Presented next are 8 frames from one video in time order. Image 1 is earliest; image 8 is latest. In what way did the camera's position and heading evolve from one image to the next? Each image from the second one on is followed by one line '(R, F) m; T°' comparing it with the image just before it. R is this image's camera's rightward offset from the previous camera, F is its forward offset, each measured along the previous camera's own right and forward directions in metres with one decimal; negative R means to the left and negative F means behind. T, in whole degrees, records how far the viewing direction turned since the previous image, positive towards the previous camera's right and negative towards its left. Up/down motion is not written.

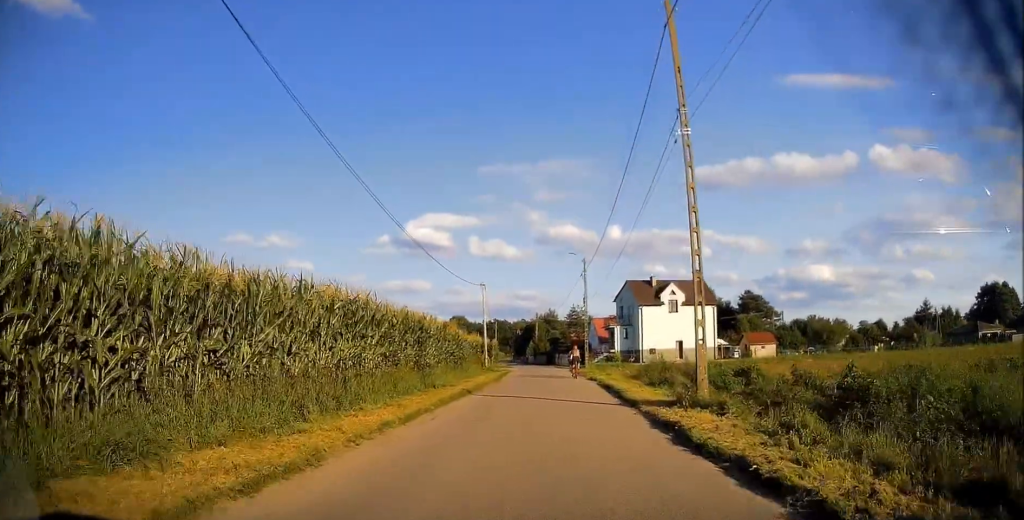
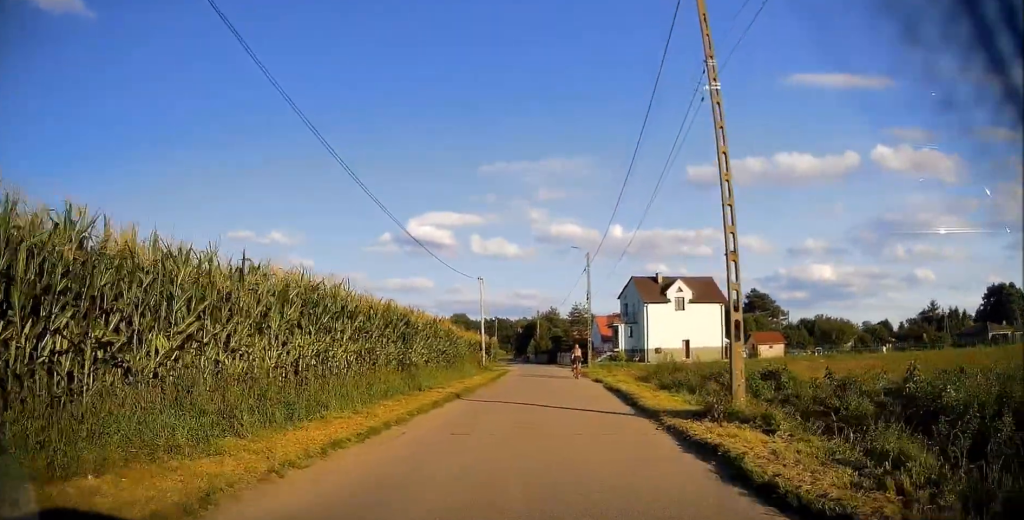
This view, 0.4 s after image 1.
(+0.1, +2.5) m; -1°
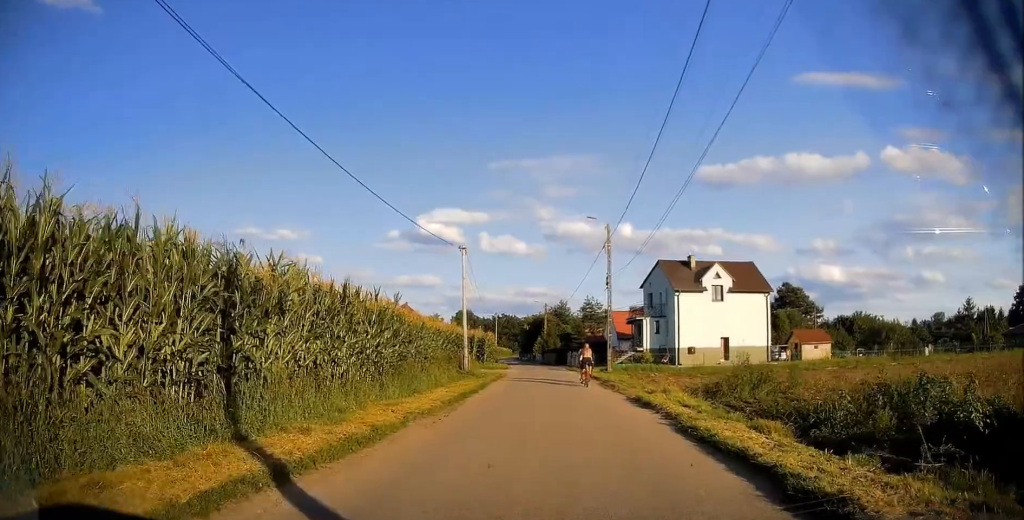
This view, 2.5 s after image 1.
(-0.5, +11.4) m; -1°
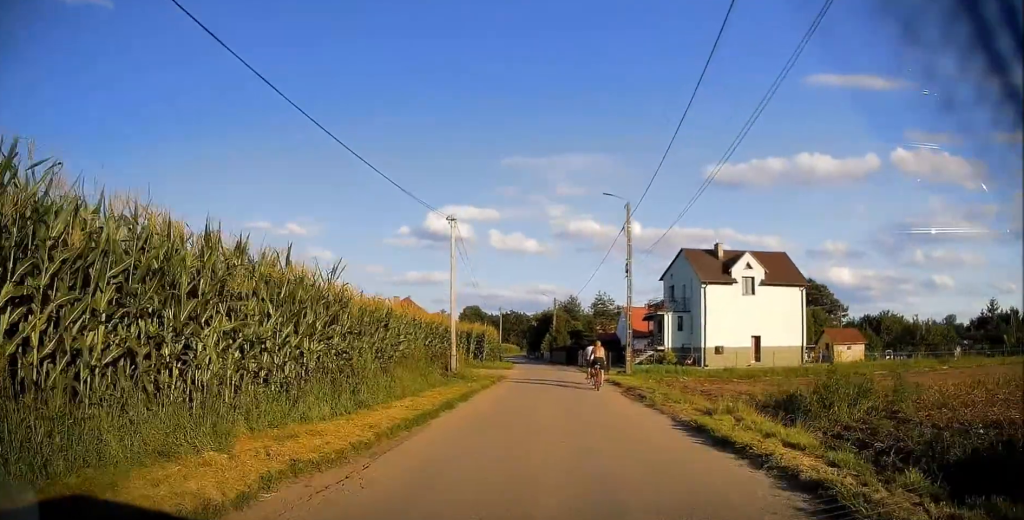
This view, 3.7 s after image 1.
(+0.3, +6.0) m; 0°
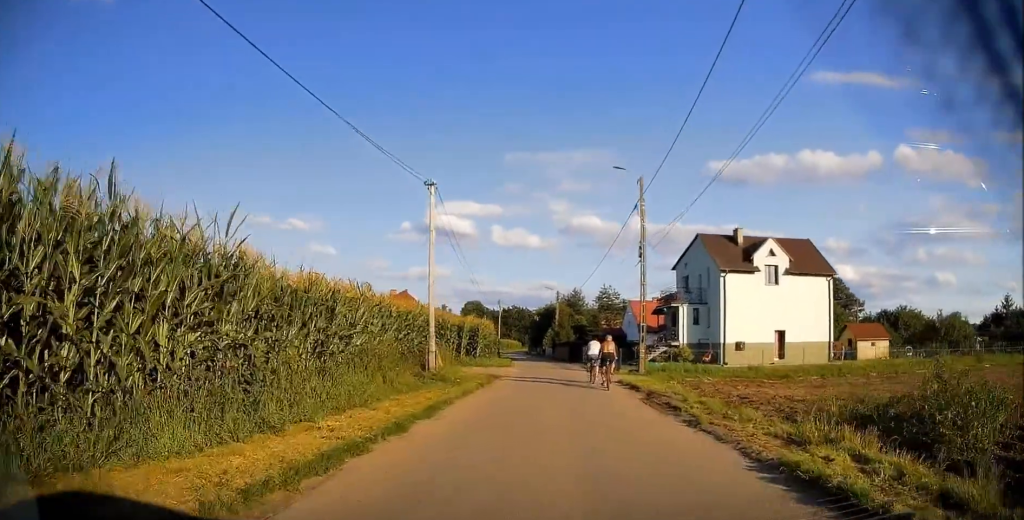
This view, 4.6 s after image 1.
(-0.3, +4.5) m; -1°
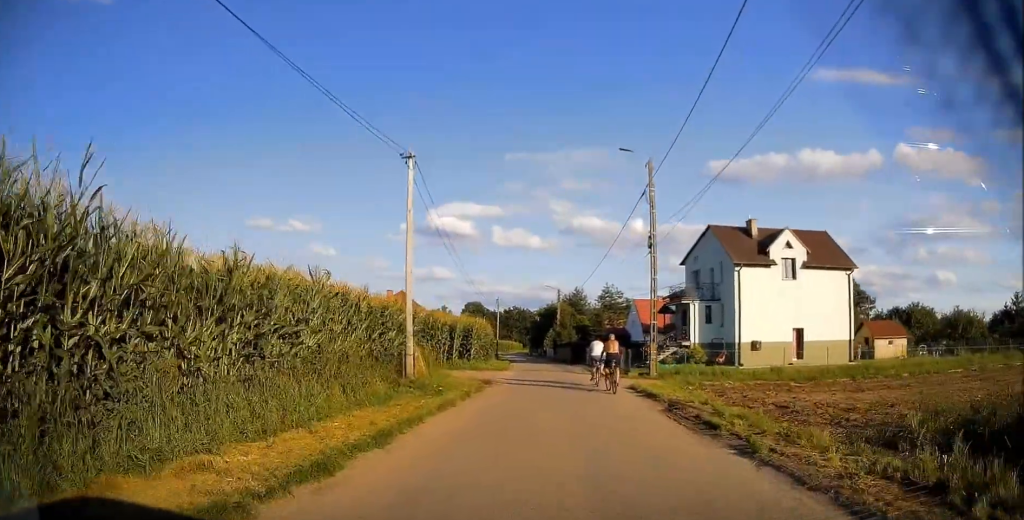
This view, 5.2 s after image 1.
(0.0, +3.0) m; +1°
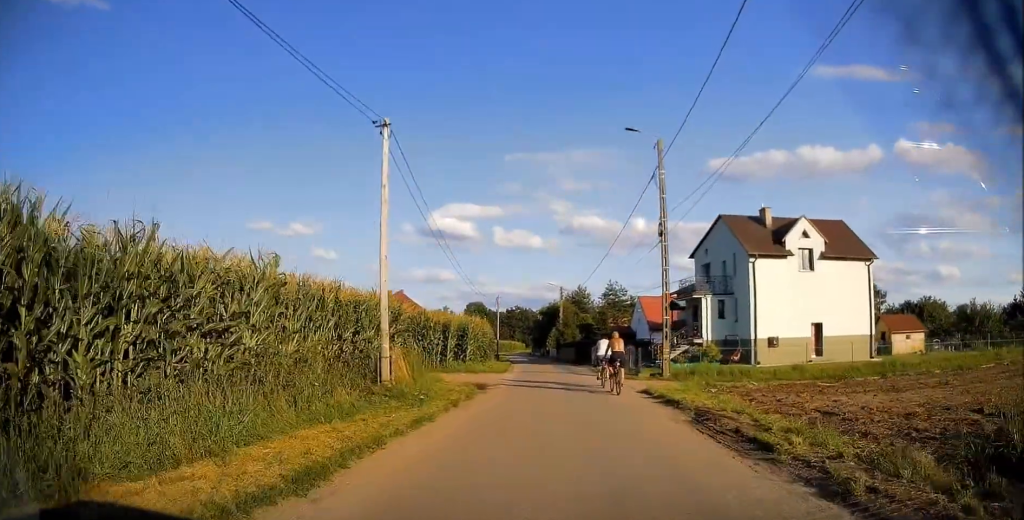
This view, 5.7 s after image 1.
(+0.3, +2.6) m; +1°
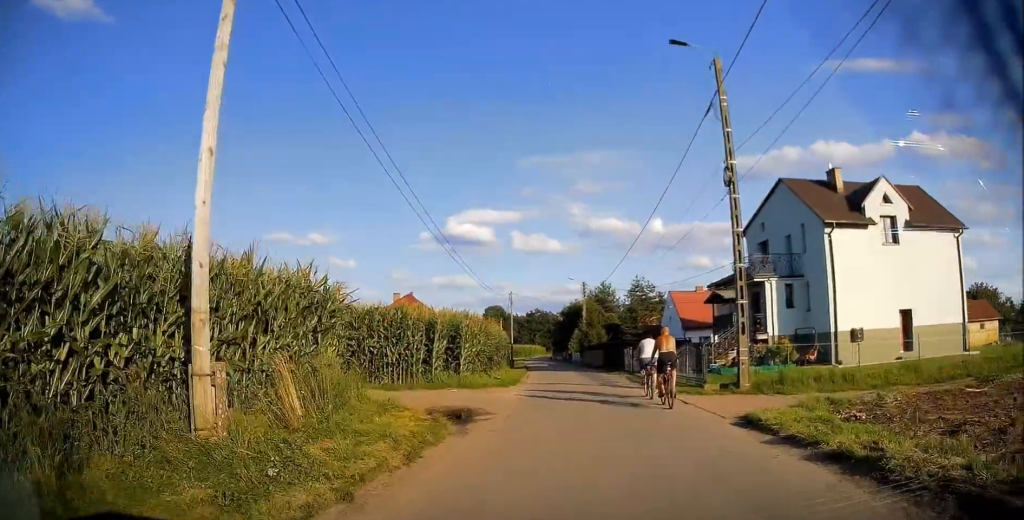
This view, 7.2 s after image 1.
(-0.4, +8.2) m; -5°
